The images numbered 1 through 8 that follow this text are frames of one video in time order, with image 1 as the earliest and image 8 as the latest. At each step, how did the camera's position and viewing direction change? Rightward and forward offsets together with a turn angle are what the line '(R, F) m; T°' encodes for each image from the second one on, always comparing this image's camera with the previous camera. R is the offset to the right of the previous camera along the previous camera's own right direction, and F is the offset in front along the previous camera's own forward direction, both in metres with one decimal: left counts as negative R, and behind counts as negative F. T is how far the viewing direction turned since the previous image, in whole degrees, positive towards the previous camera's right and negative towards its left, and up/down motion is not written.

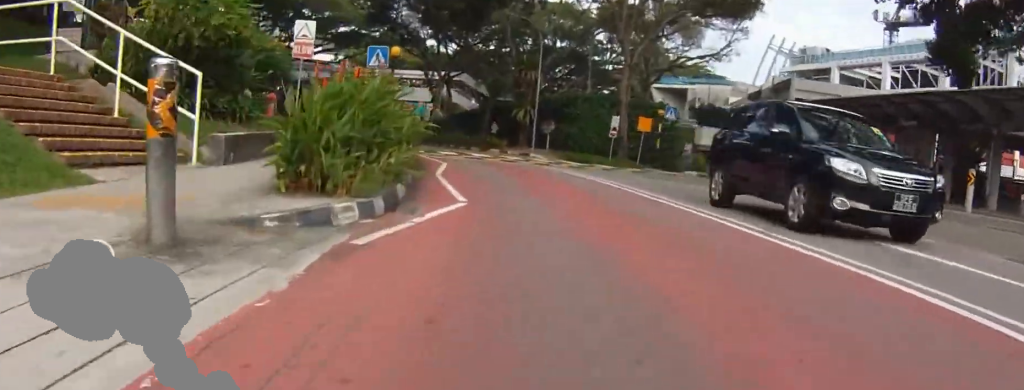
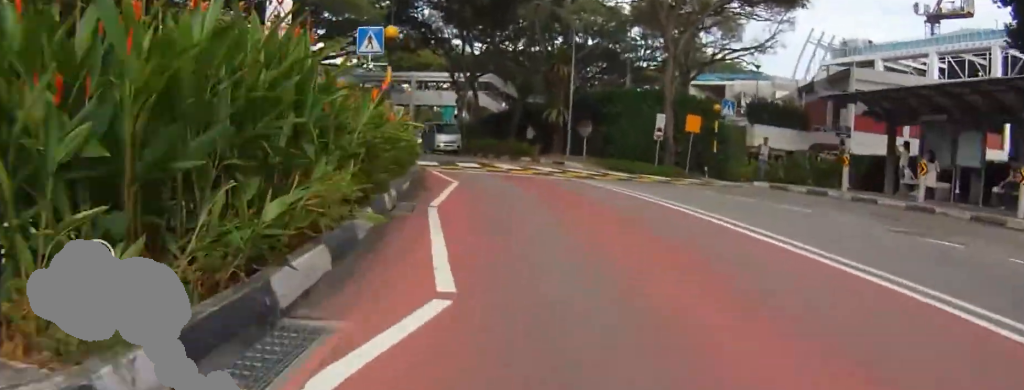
(0.0, +4.4) m; -4°
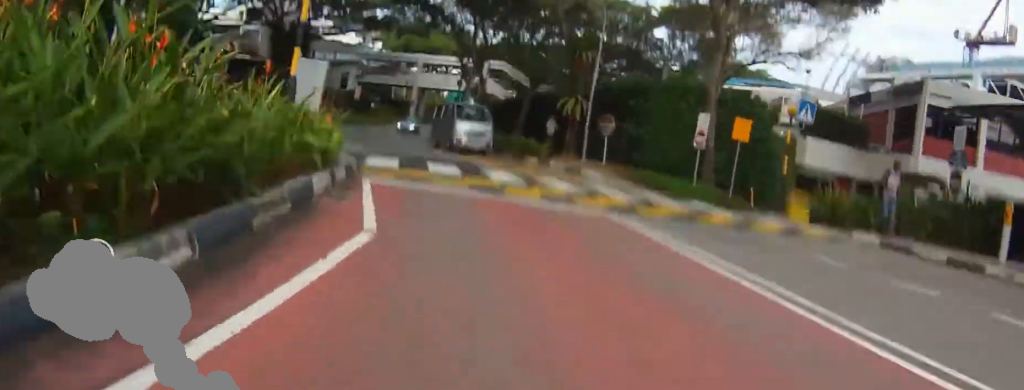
(-0.3, +6.7) m; -4°
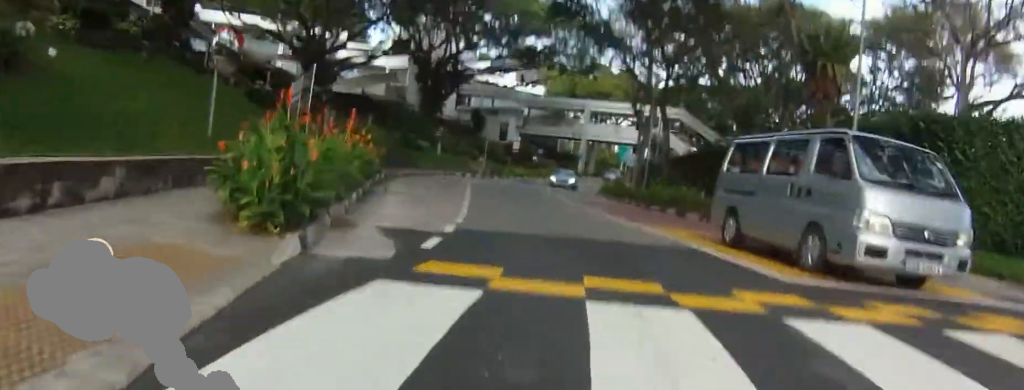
(+0.2, +11.5) m; +6°
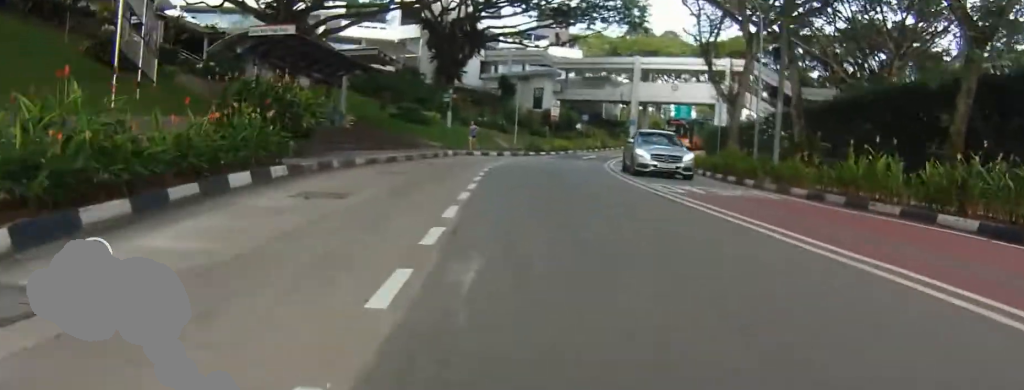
(-0.9, +13.6) m; -9°
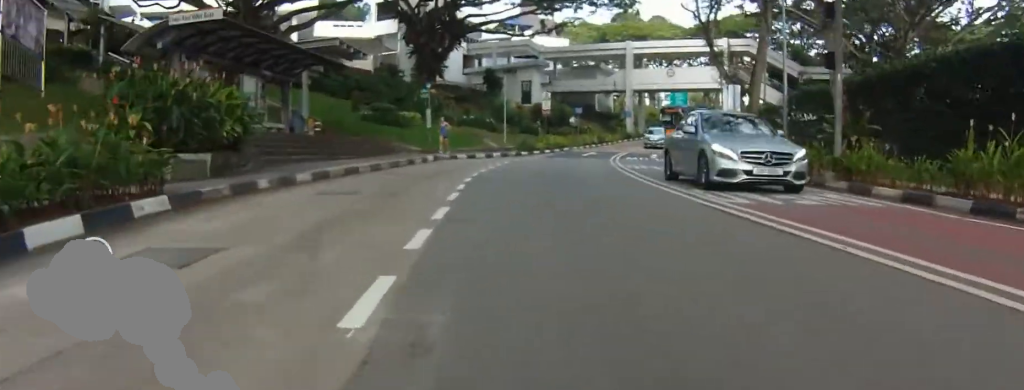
(-0.1, +3.4) m; -5°
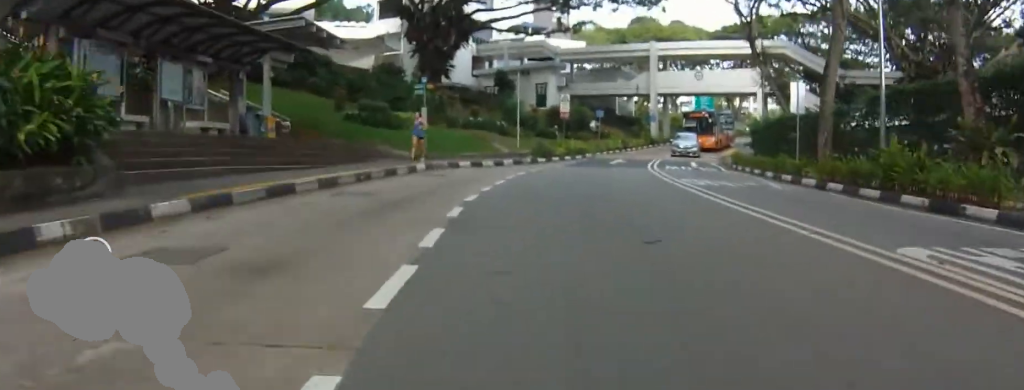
(+0.6, +4.5) m; -11°
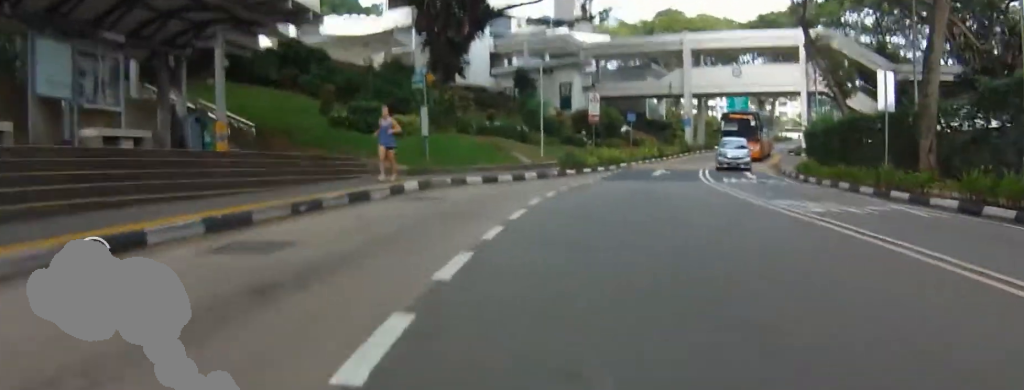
(-1.2, +3.6) m; -13°
